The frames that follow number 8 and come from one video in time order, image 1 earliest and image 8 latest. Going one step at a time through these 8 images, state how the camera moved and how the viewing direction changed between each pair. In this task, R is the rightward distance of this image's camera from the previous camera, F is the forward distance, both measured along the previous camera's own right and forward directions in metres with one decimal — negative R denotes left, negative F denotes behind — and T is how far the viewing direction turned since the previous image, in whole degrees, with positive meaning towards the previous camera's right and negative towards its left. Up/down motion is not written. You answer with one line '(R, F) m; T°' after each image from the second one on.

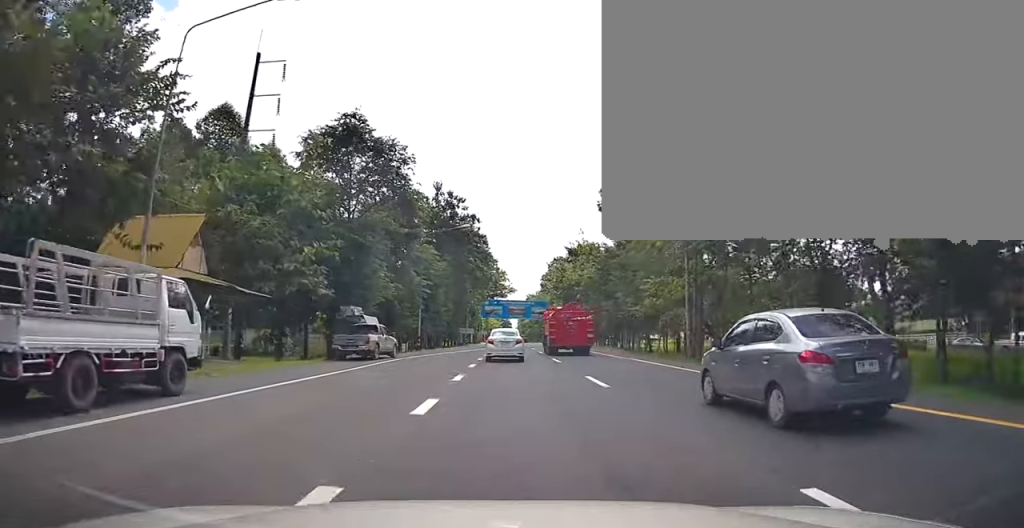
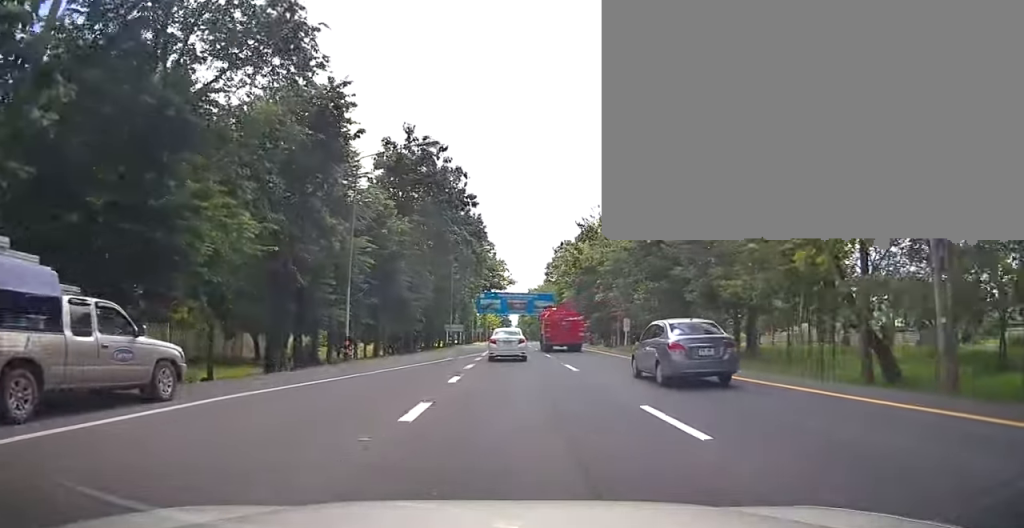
(-0.6, +18.7) m; 0°
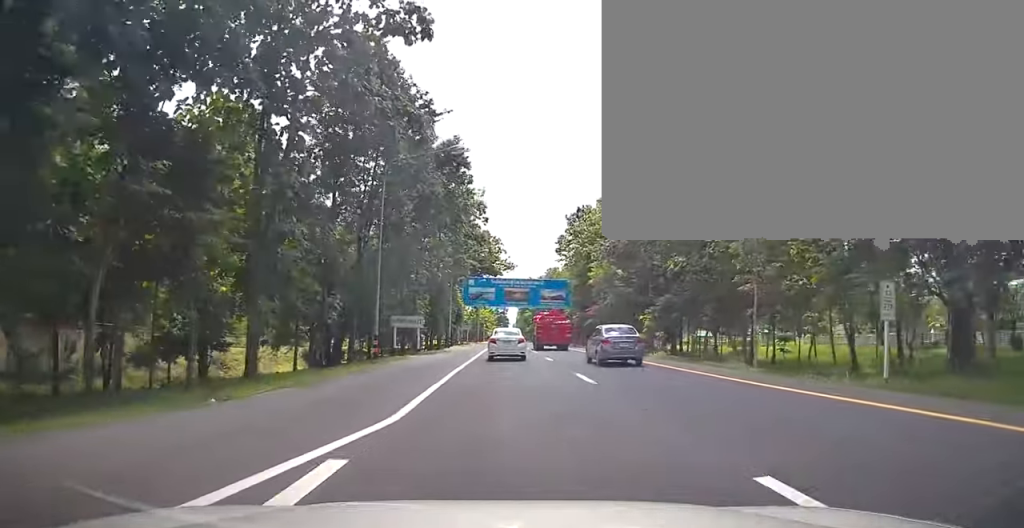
(+0.5, +28.8) m; -1°
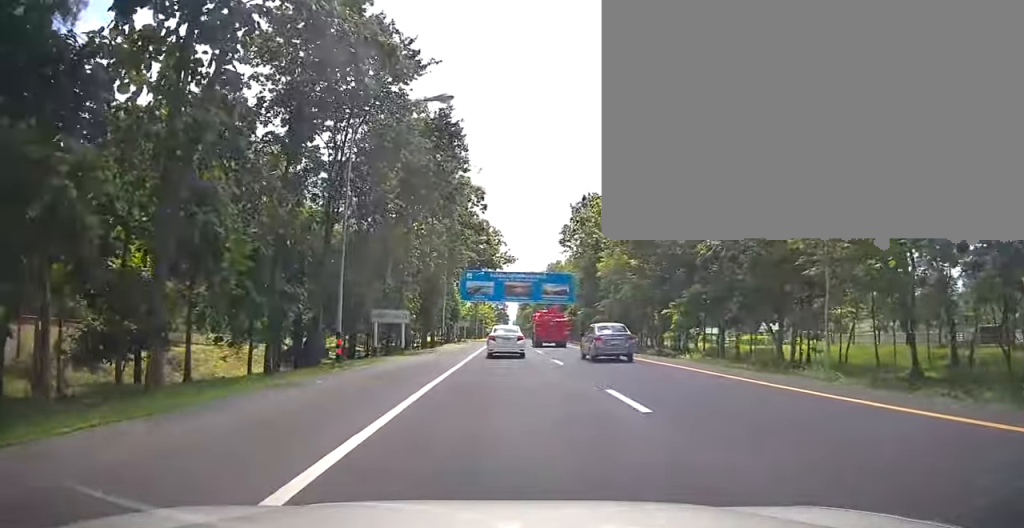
(-0.1, +5.3) m; -1°
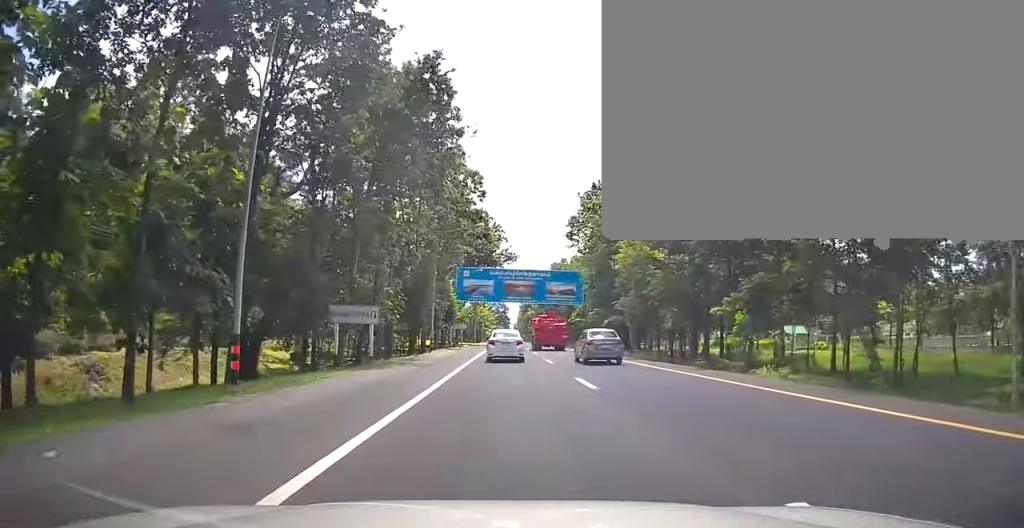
(+0.1, +7.4) m; 0°
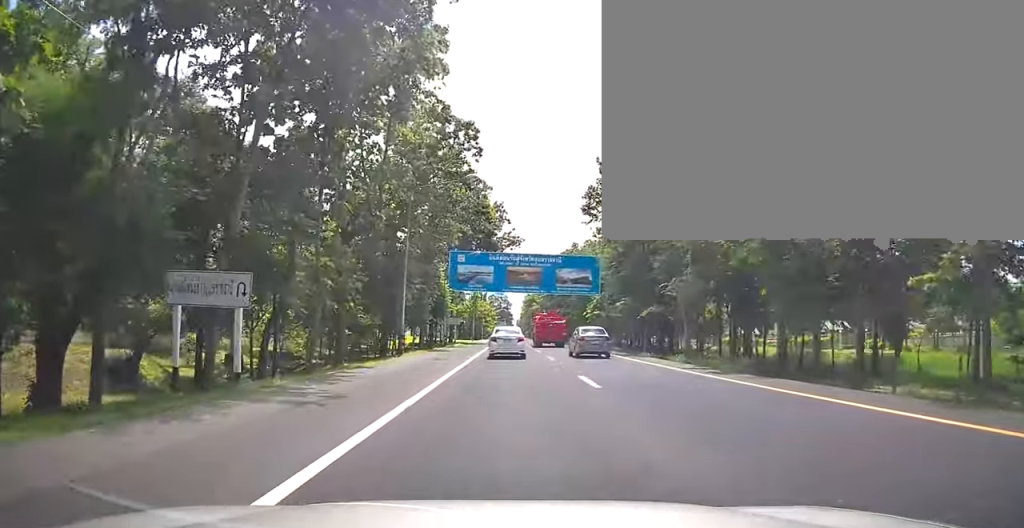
(0.0, +12.5) m; 0°
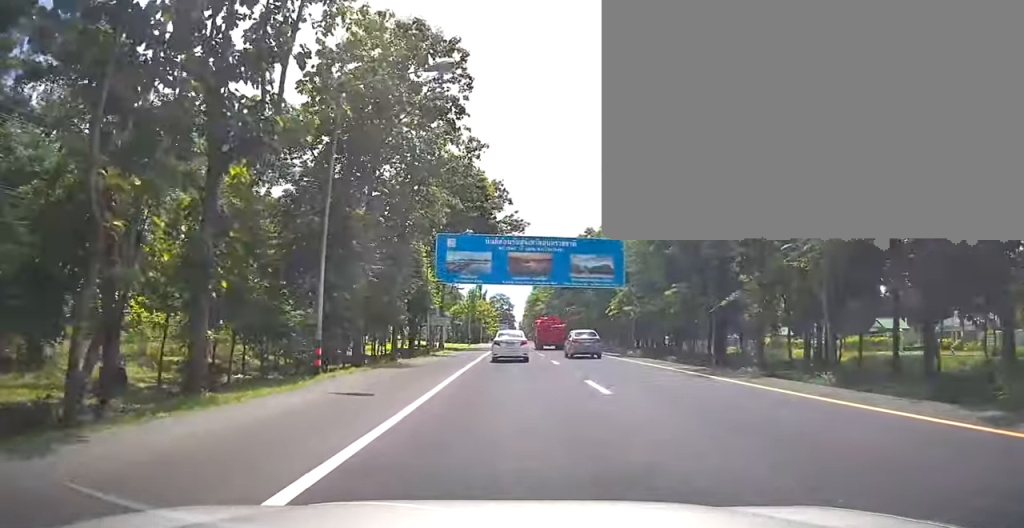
(0.0, +12.9) m; 0°
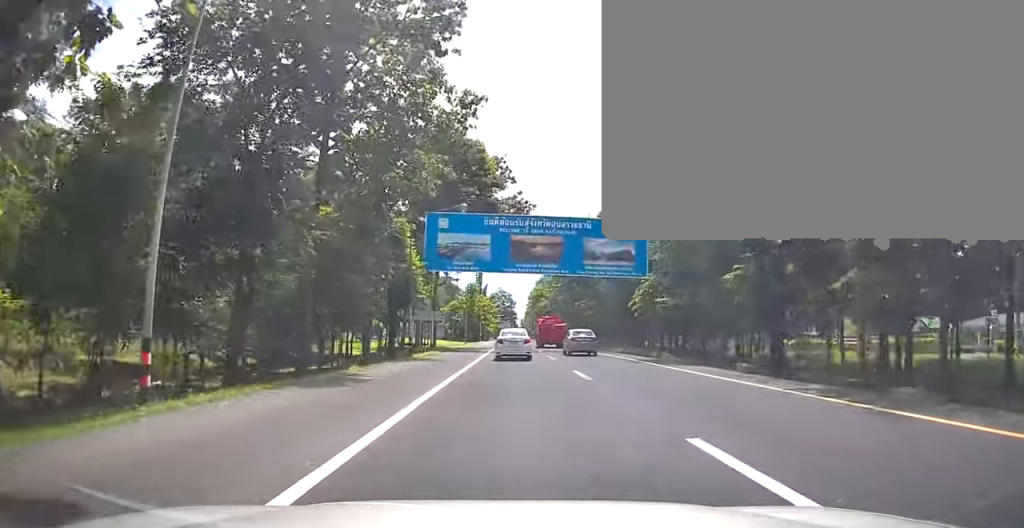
(0.0, +7.9) m; 0°
